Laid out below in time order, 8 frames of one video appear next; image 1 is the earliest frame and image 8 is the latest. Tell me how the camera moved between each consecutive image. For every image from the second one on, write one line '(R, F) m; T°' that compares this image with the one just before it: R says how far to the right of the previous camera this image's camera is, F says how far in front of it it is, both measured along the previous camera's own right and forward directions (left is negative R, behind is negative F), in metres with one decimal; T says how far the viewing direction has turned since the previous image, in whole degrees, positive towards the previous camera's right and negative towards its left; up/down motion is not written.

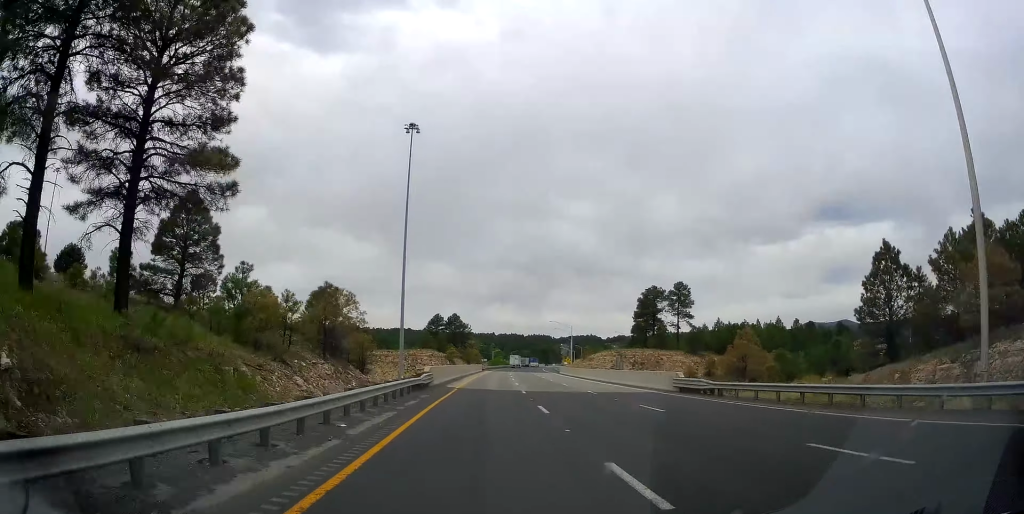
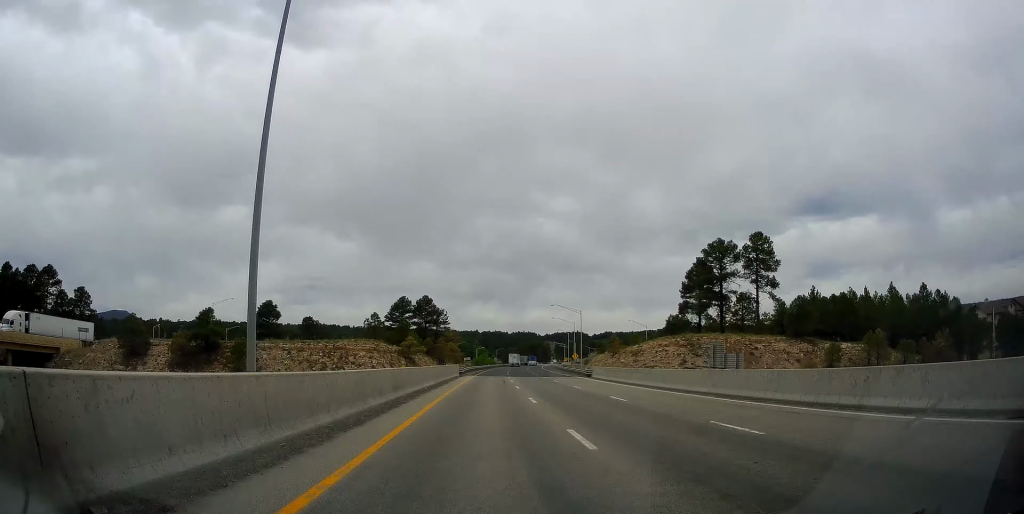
(+0.4, +44.3) m; +1°
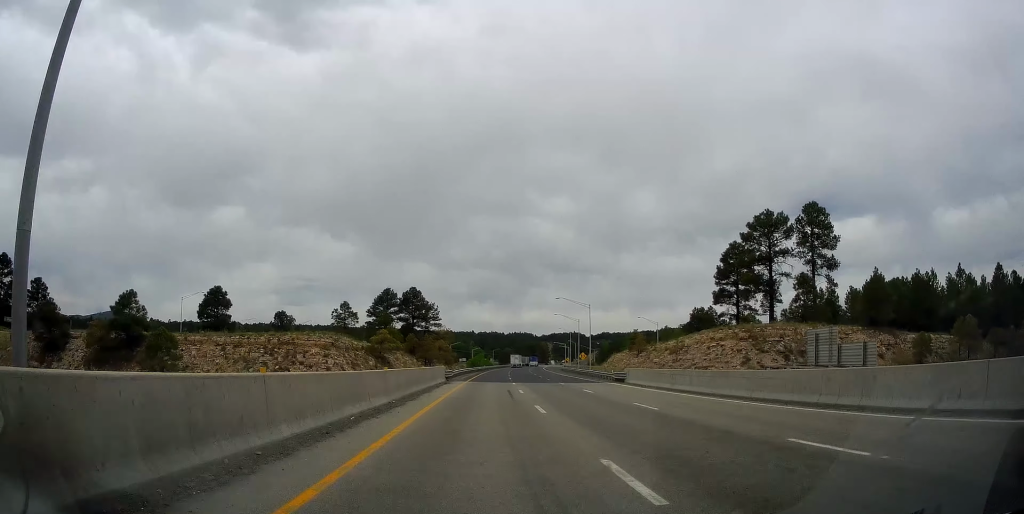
(+0.2, +16.5) m; +1°
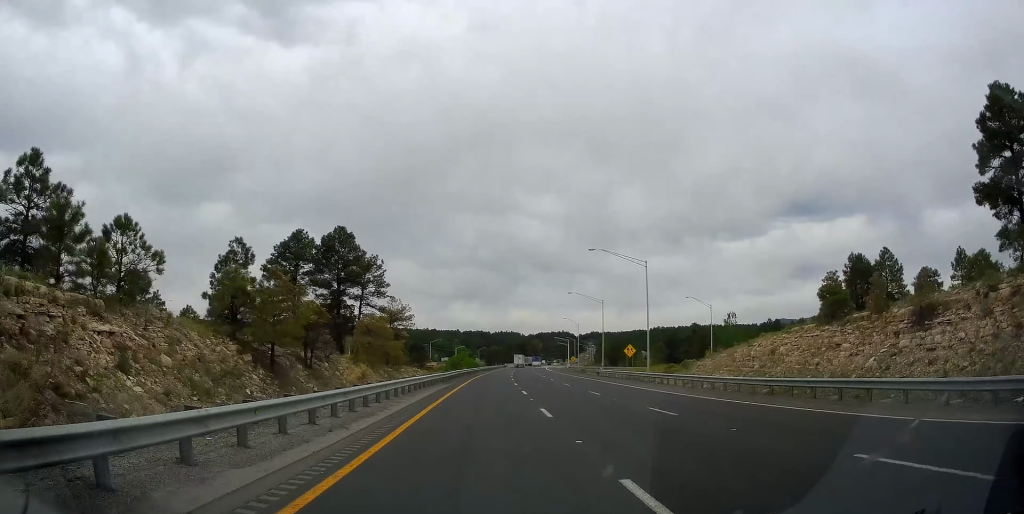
(+1.4, +51.5) m; +3°
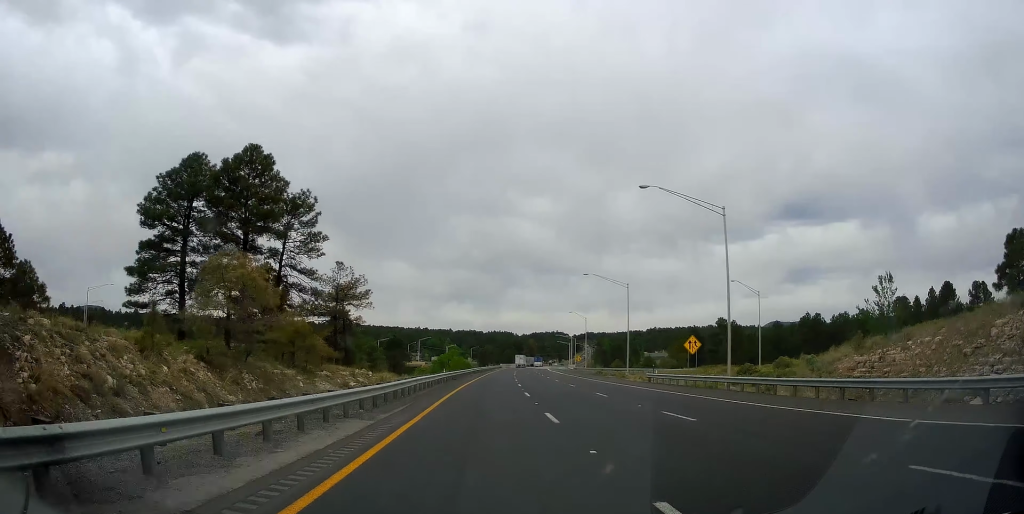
(0.0, +25.6) m; +1°
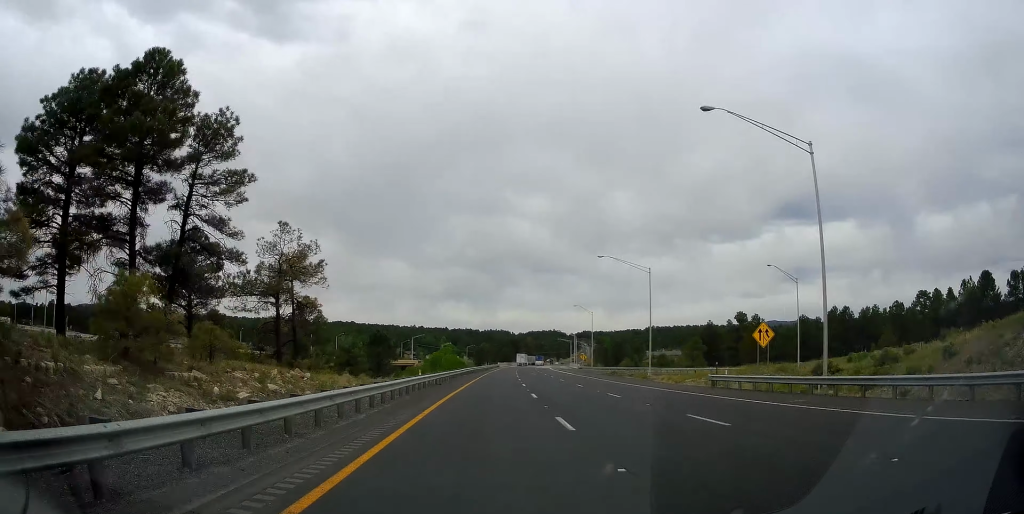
(+0.2, +14.3) m; 0°
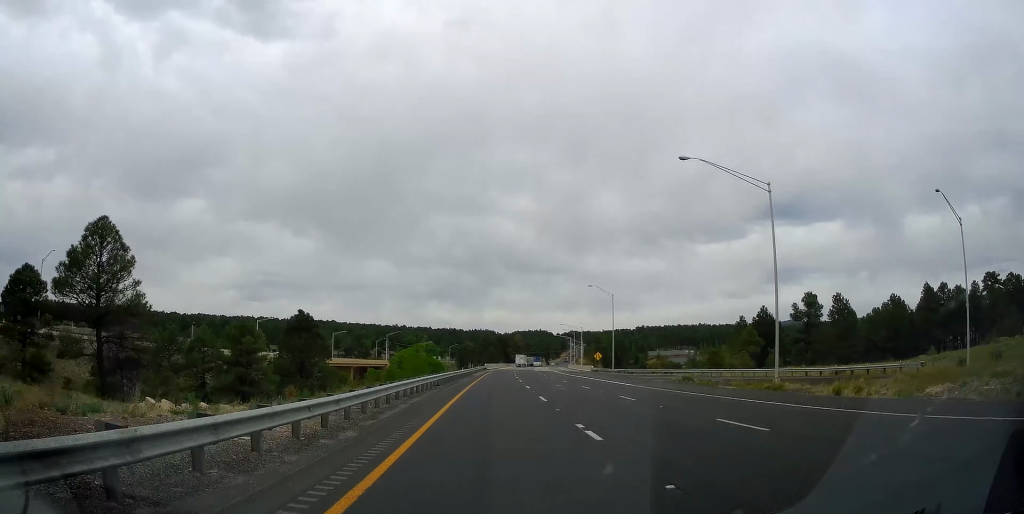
(+0.3, +37.9) m; 0°
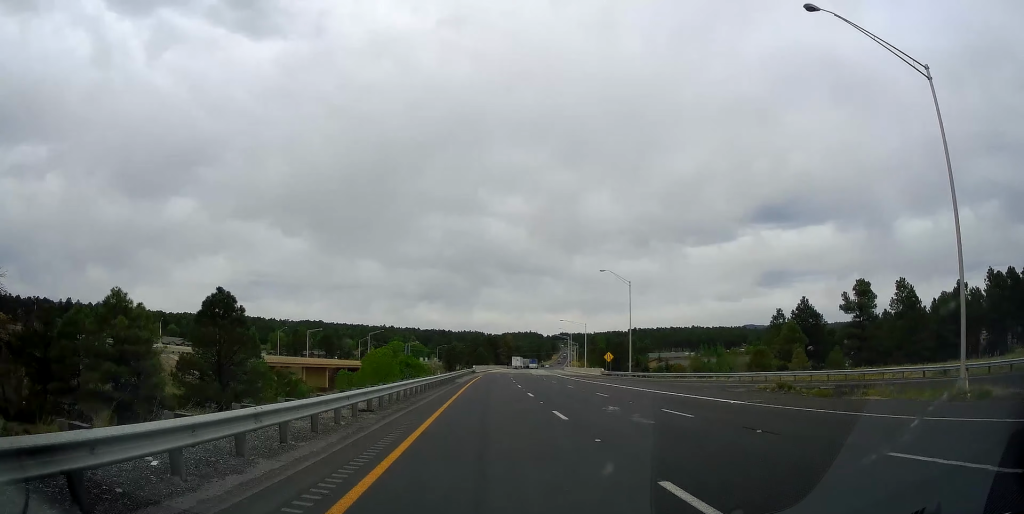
(-0.1, +19.5) m; 0°
